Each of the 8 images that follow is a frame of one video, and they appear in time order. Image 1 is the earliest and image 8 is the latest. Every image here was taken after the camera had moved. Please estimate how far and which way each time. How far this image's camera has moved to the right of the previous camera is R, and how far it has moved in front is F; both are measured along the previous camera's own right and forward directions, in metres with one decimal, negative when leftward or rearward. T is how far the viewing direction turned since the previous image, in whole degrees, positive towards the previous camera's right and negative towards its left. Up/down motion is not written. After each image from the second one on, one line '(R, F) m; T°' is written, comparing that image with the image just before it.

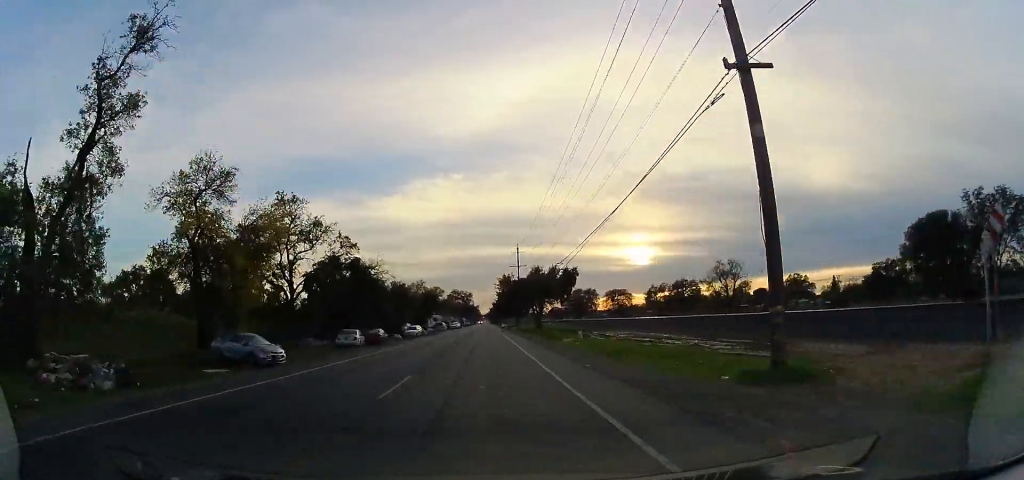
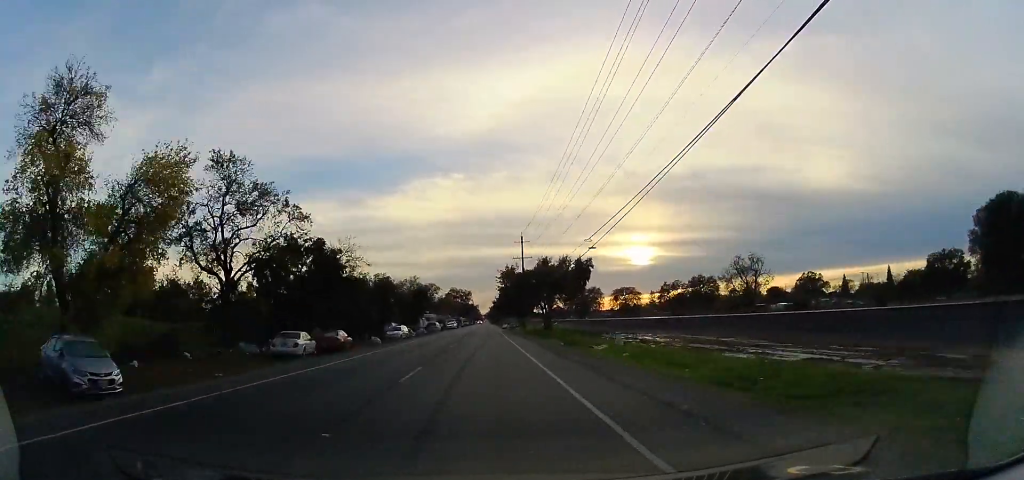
(0.0, +11.9) m; 0°
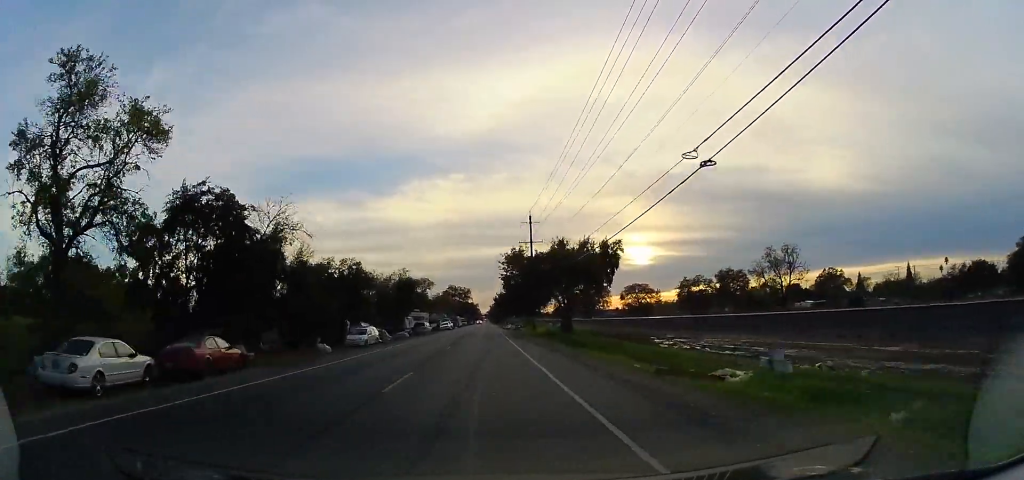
(+0.1, +16.0) m; +1°
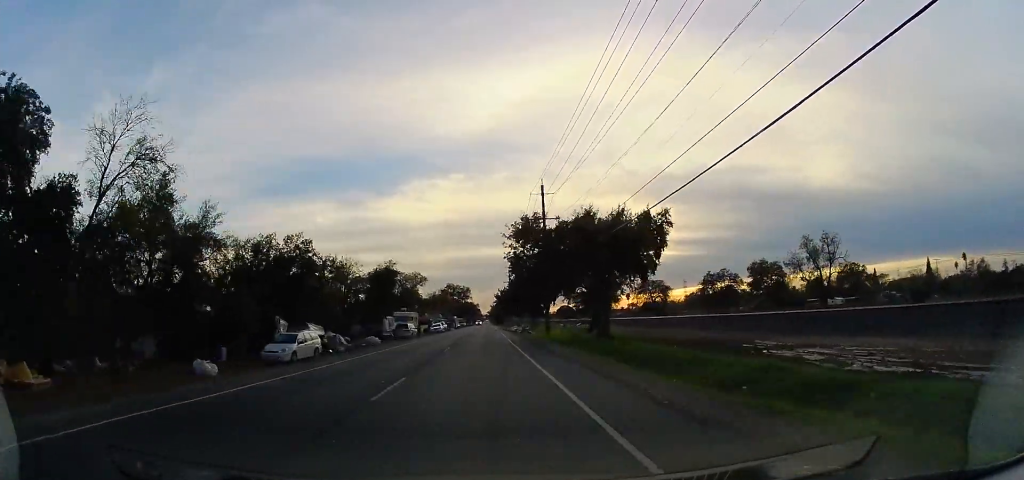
(+0.1, +15.3) m; +1°
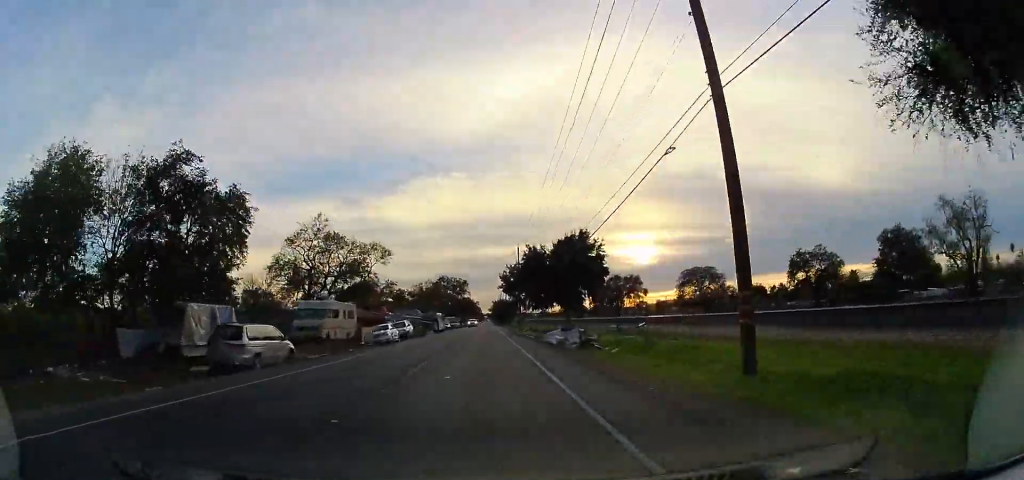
(-0.4, +39.6) m; -2°
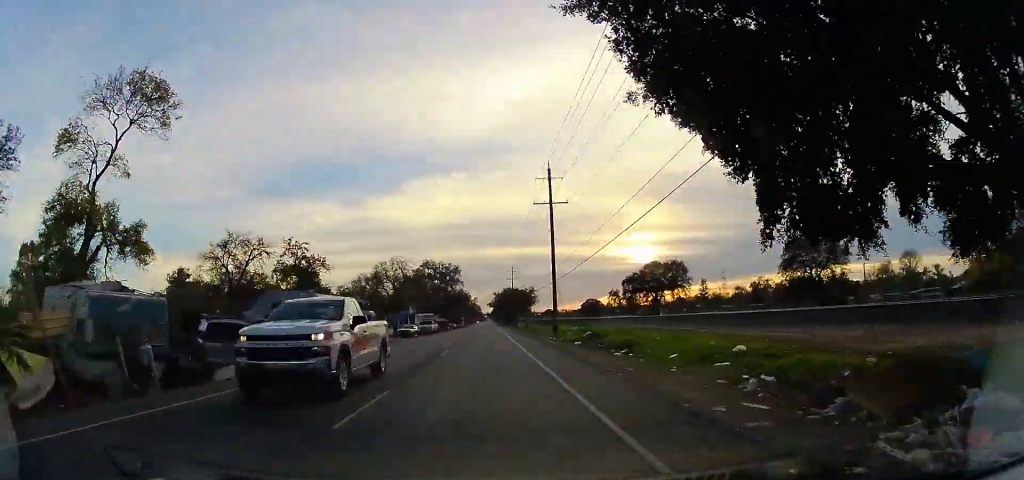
(-0.4, +50.7) m; 0°
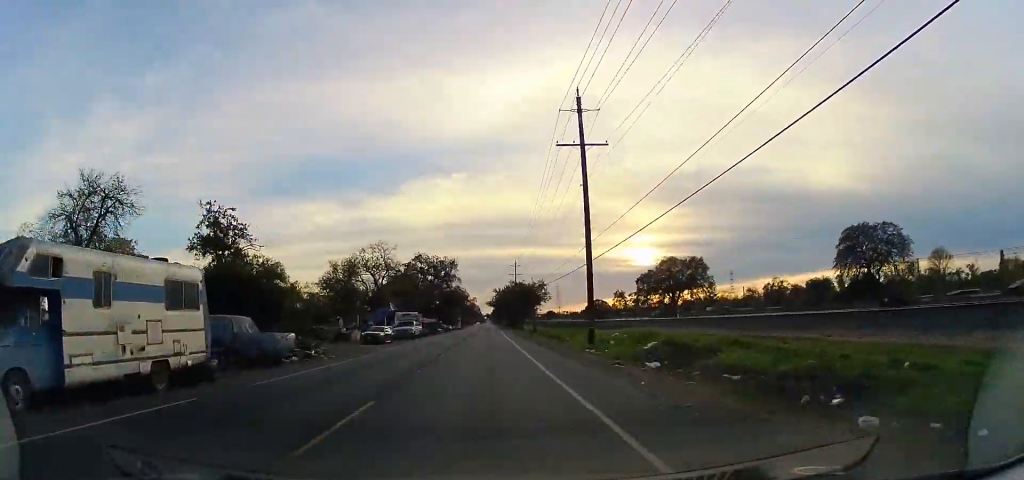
(+0.2, +15.9) m; 0°
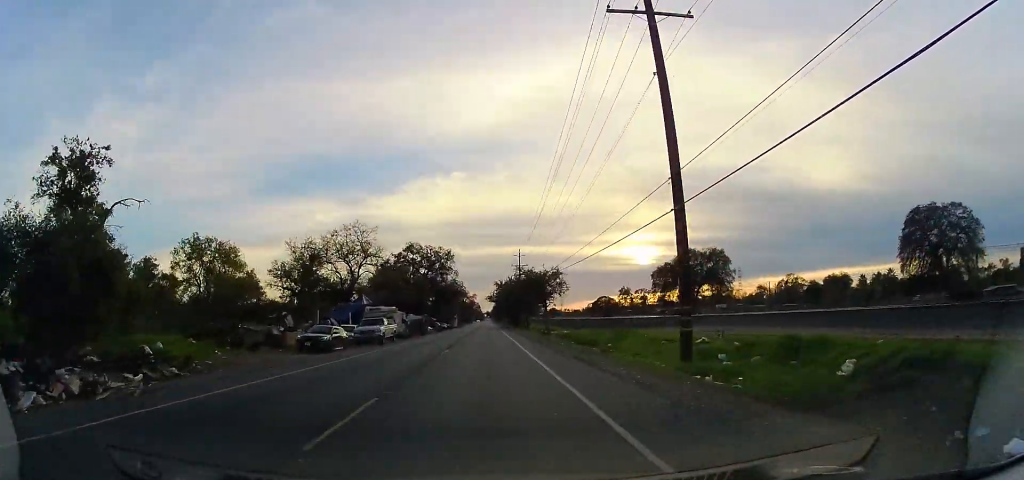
(+0.1, +14.3) m; 0°
